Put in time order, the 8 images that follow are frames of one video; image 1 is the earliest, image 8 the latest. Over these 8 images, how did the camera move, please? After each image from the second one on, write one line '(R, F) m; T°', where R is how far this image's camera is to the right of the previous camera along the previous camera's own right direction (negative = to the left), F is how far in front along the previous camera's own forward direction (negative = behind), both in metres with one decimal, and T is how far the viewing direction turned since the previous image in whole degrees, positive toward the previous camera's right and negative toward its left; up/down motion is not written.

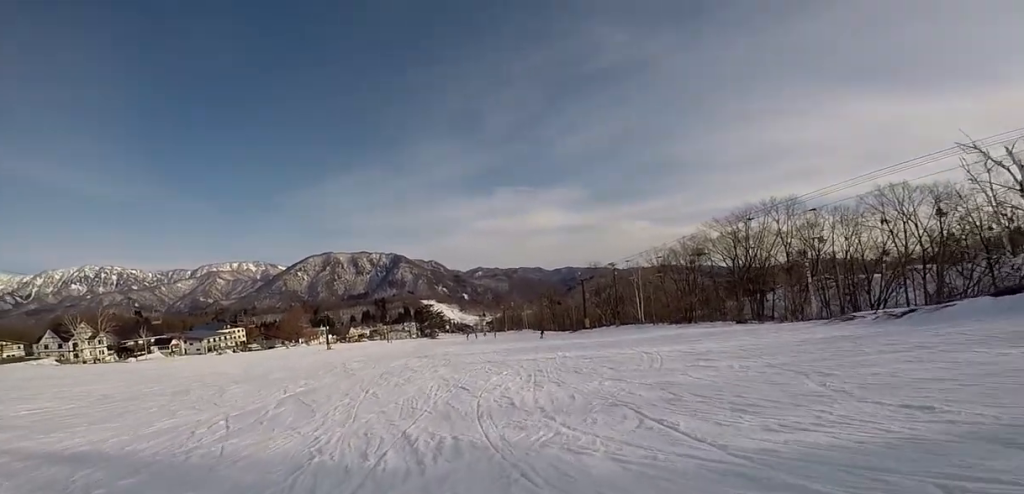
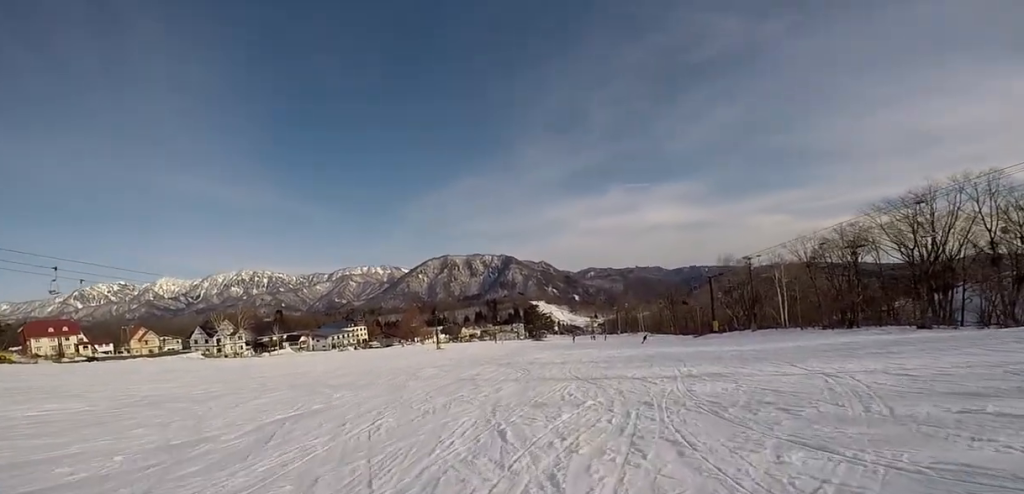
(+0.5, +5.0) m; -2°
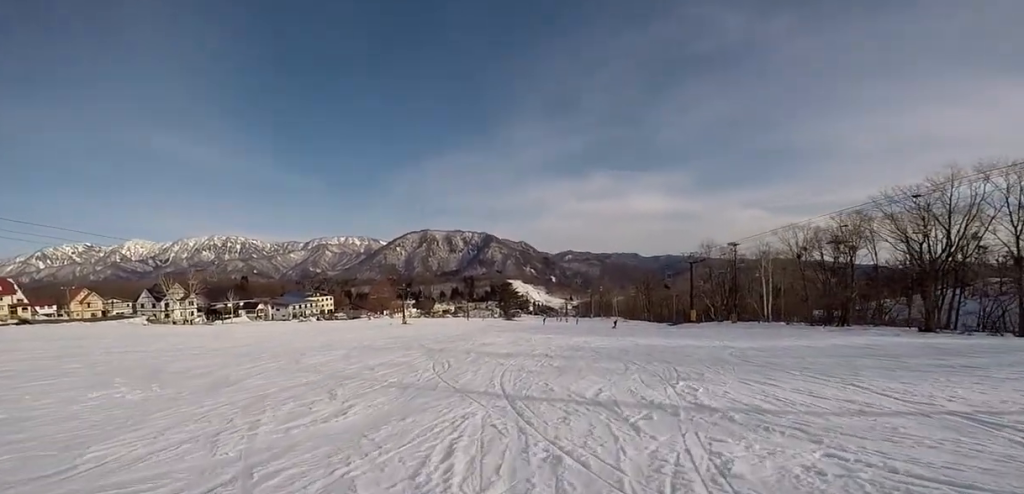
(-0.5, +5.9) m; -13°
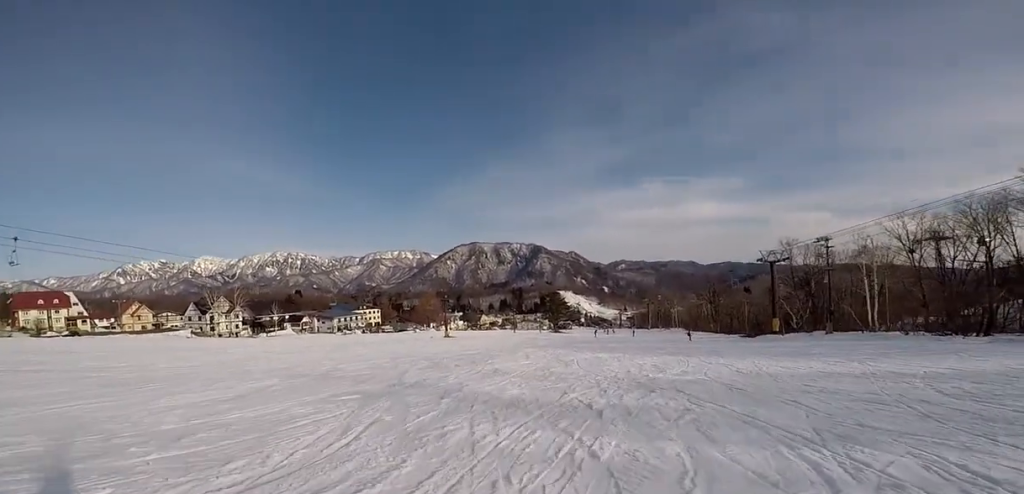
(-1.2, +7.4) m; -13°
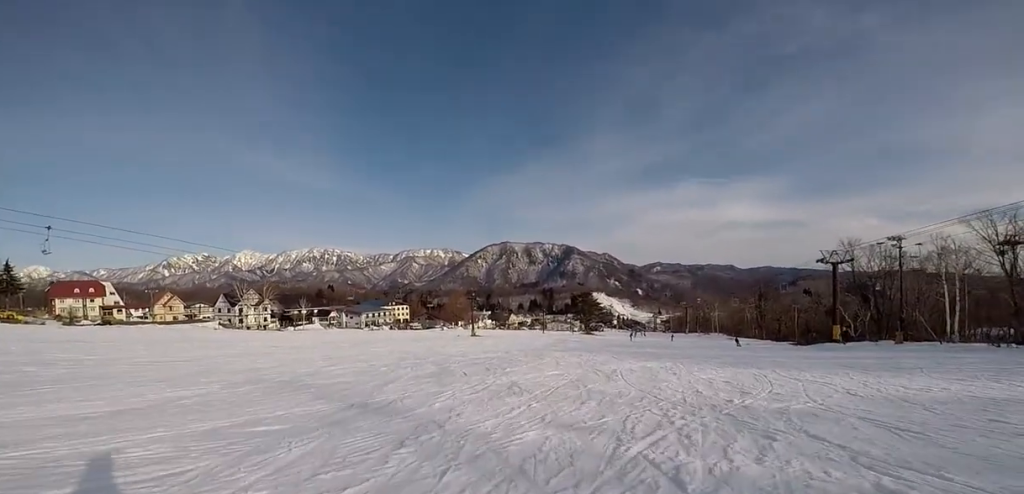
(-0.1, +4.0) m; -2°
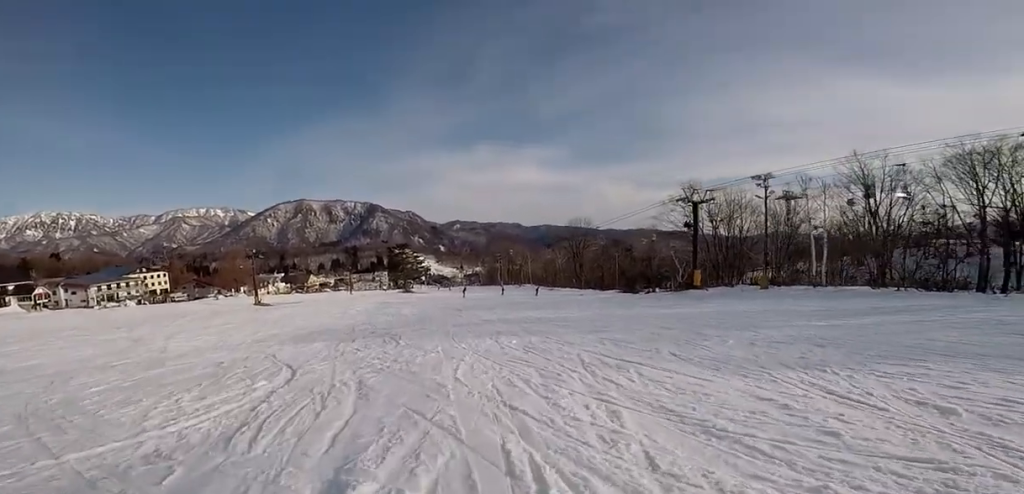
(+1.0, +17.2) m; +16°
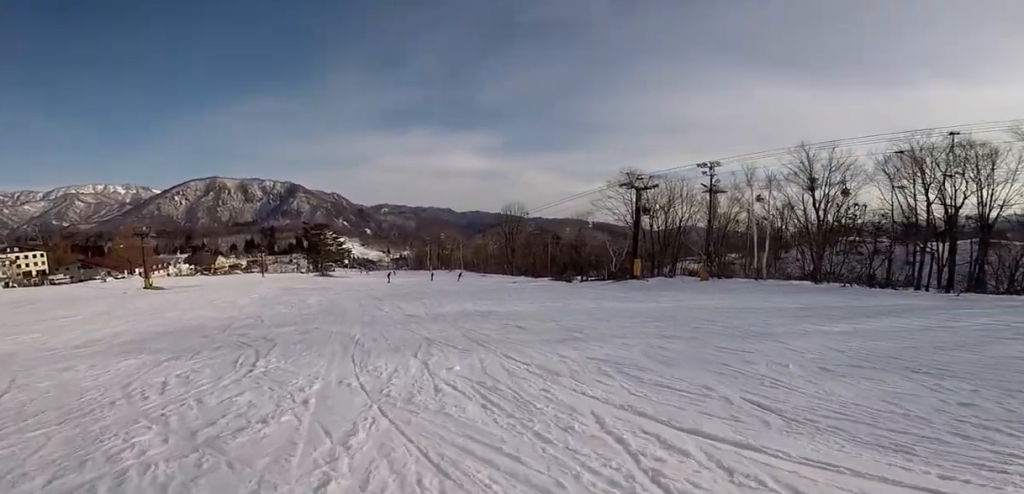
(+0.7, +5.1) m; +19°
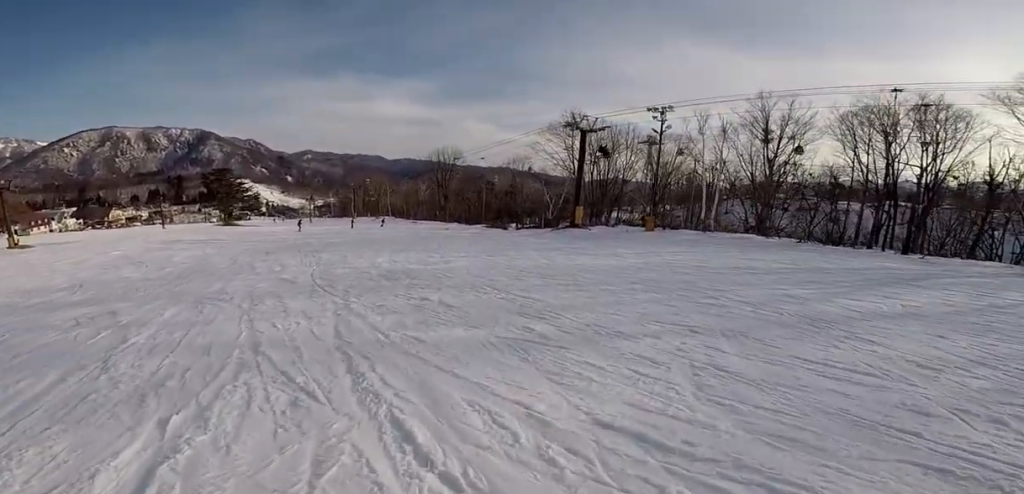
(+1.0, +4.8) m; +8°
